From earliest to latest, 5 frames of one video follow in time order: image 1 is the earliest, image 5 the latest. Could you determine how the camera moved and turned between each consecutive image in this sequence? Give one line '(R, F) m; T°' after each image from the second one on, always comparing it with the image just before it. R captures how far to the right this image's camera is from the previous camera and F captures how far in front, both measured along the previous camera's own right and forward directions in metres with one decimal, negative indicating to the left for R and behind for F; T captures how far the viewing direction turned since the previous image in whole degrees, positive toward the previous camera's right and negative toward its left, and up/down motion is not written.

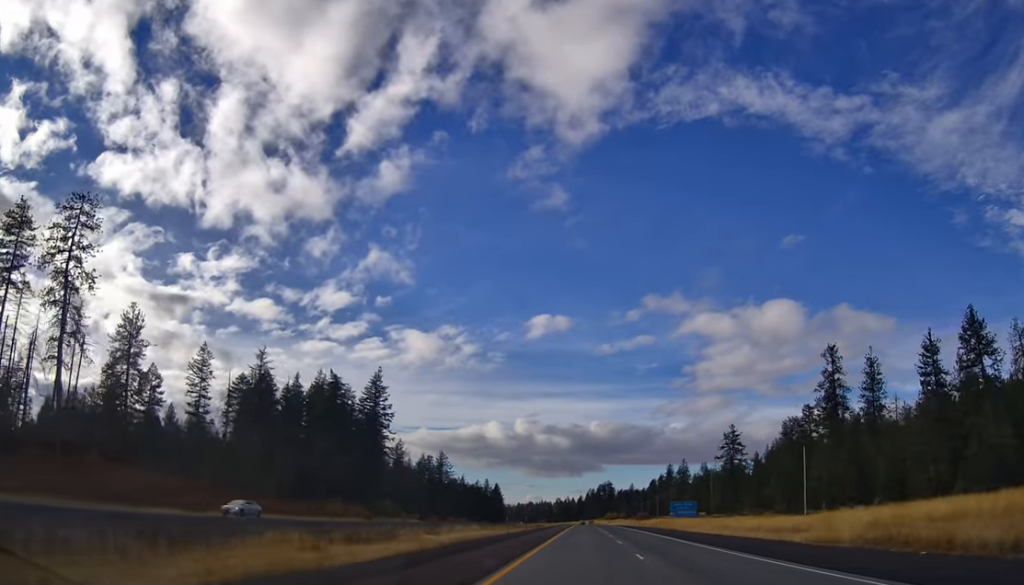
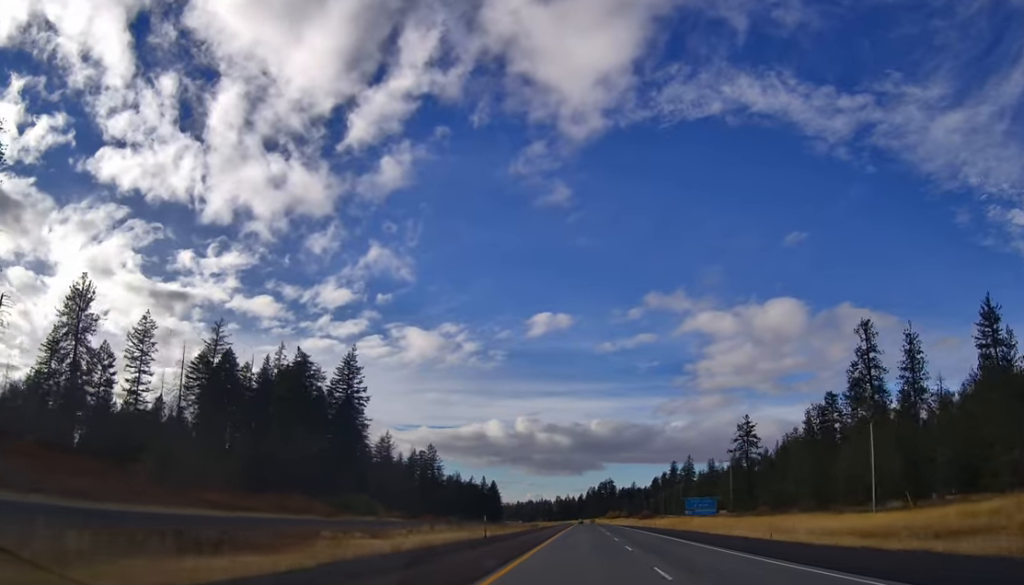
(+0.1, +19.4) m; 0°
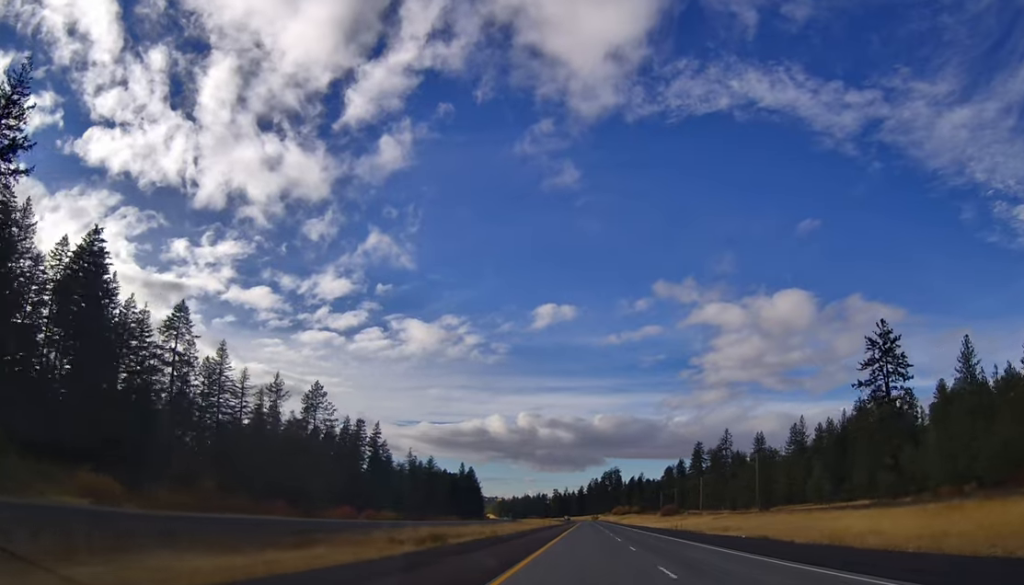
(-1.5, +99.1) m; 0°
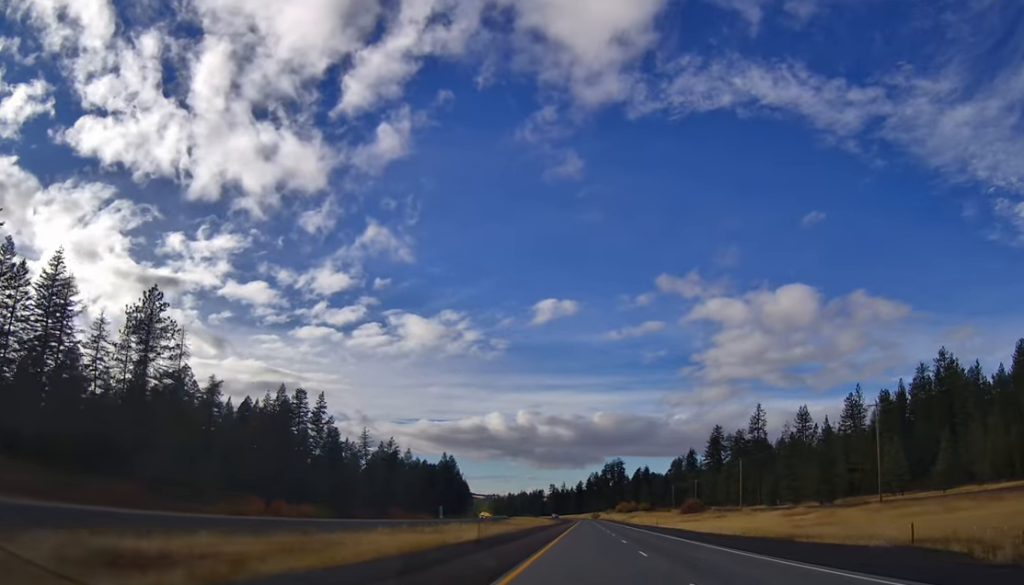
(+0.4, +54.0) m; -1°
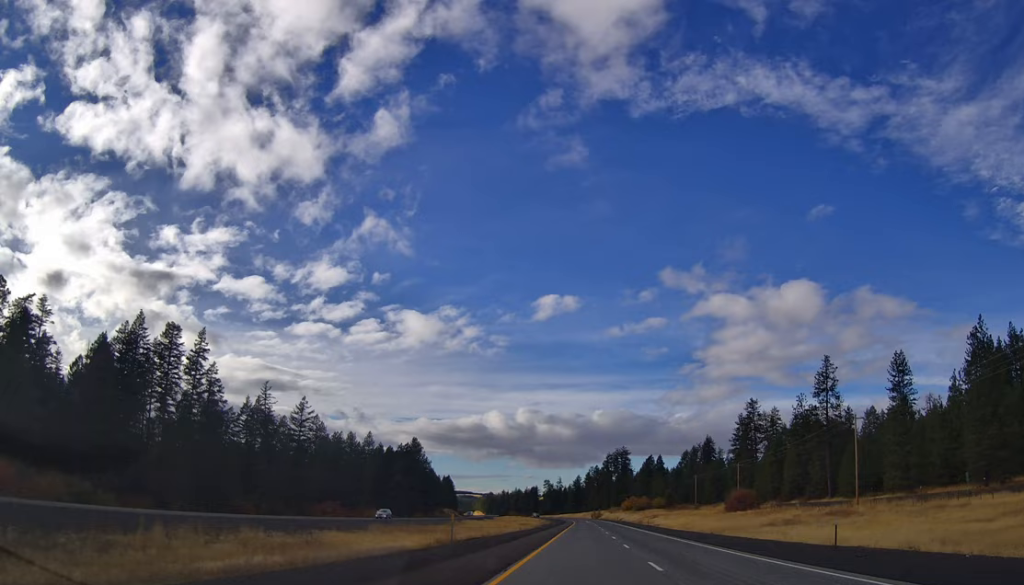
(-0.2, +66.9) m; +1°
